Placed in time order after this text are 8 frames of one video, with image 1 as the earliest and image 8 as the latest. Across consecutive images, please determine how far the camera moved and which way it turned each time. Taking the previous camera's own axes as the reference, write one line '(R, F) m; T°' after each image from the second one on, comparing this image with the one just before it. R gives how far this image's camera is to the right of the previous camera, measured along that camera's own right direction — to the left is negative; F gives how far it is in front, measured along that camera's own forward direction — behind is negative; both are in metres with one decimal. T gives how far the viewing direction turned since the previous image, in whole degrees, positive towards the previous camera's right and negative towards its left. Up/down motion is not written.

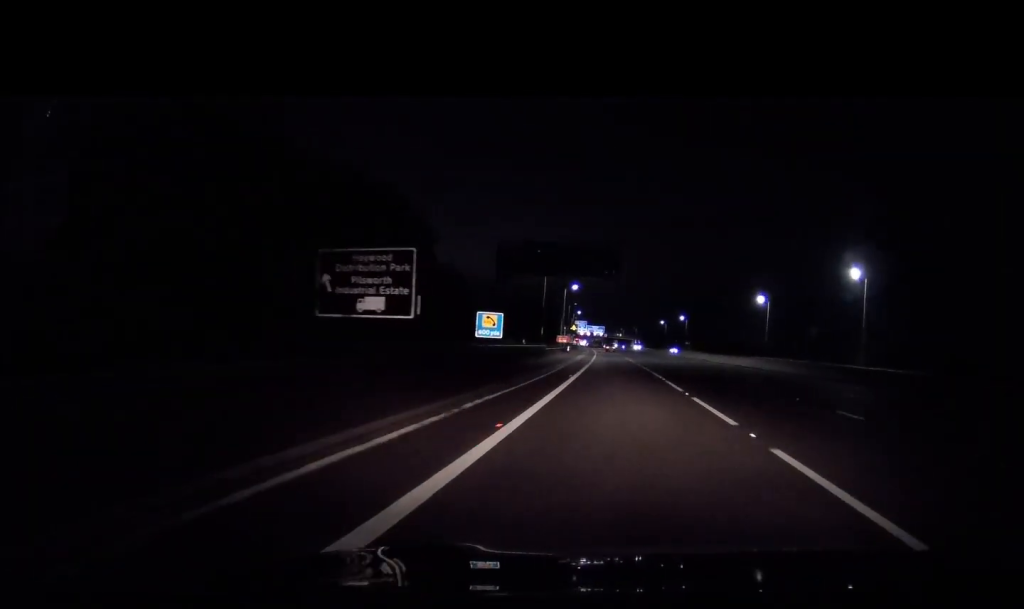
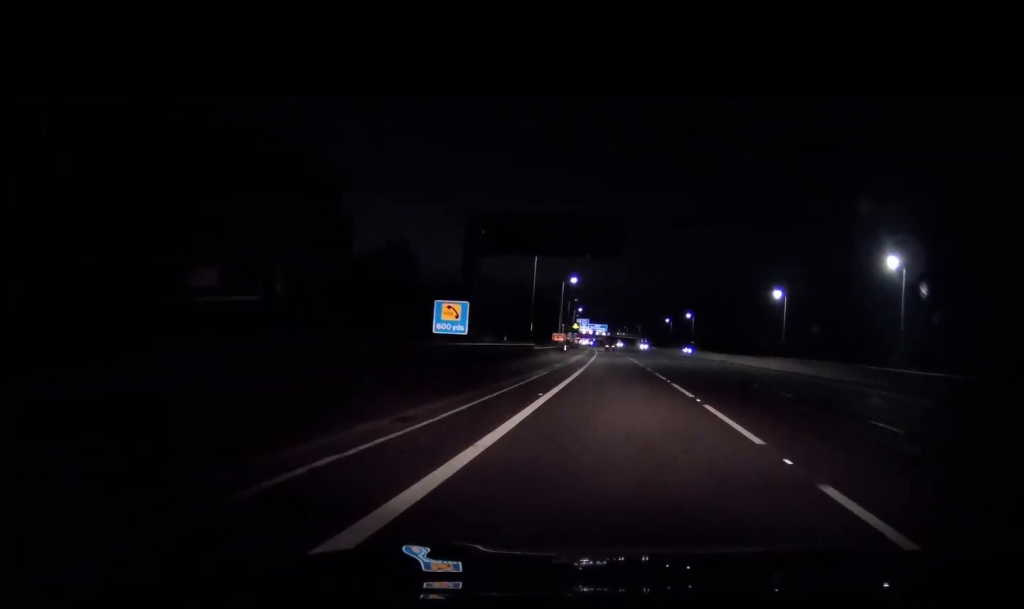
(0.0, +11.5) m; 0°
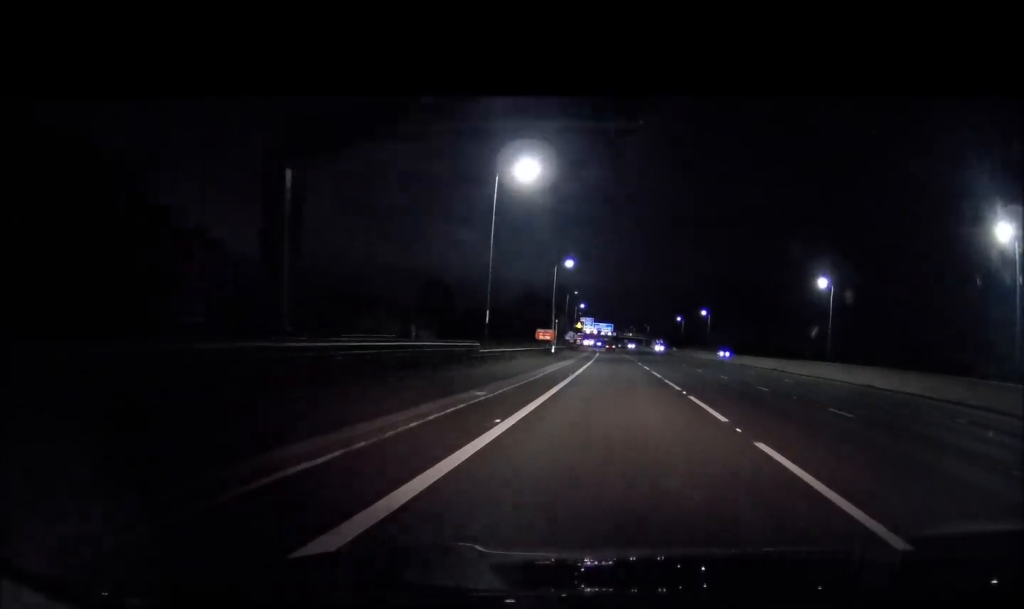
(-0.2, +24.2) m; 0°
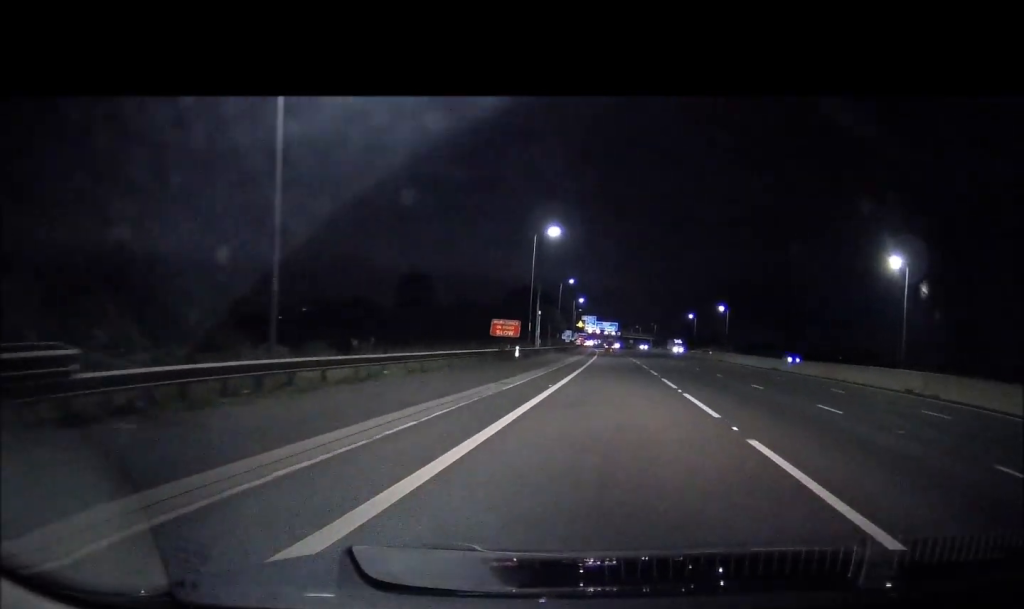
(0.0, +26.2) m; 0°
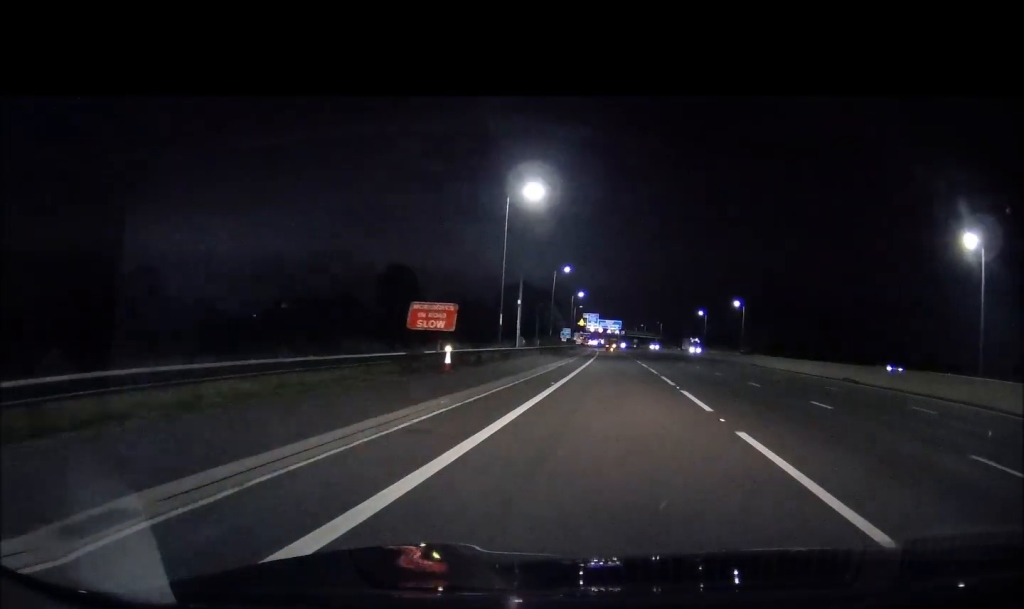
(+0.2, +17.5) m; 0°
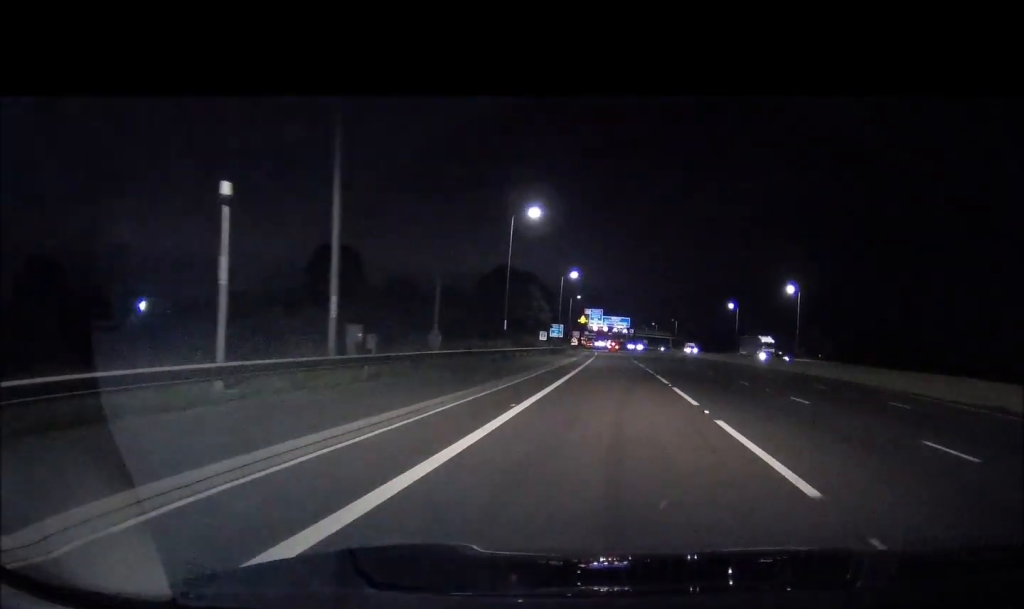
(-0.7, +43.6) m; -1°
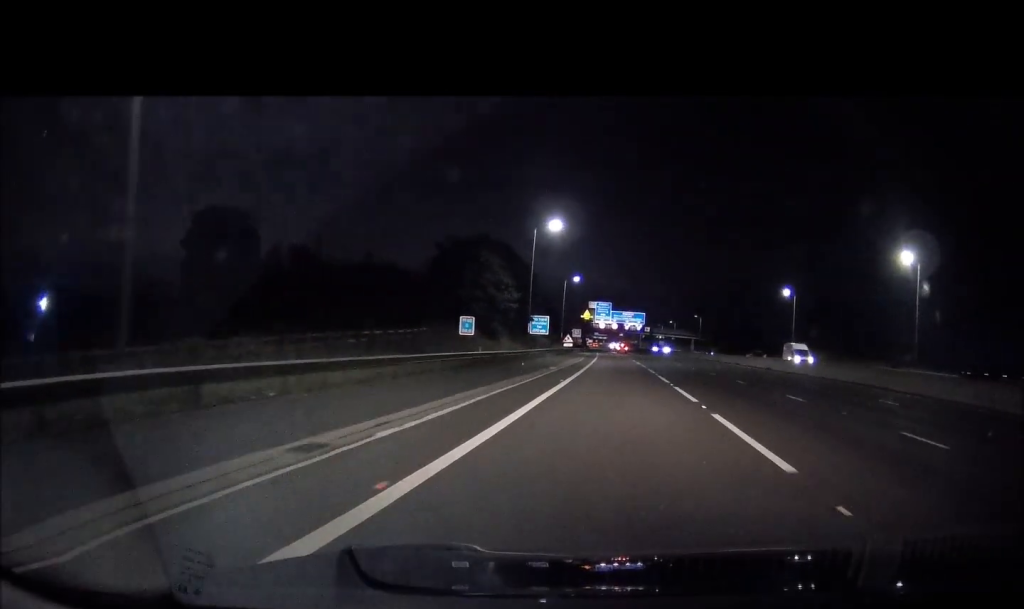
(-0.2, +44.2) m; -1°
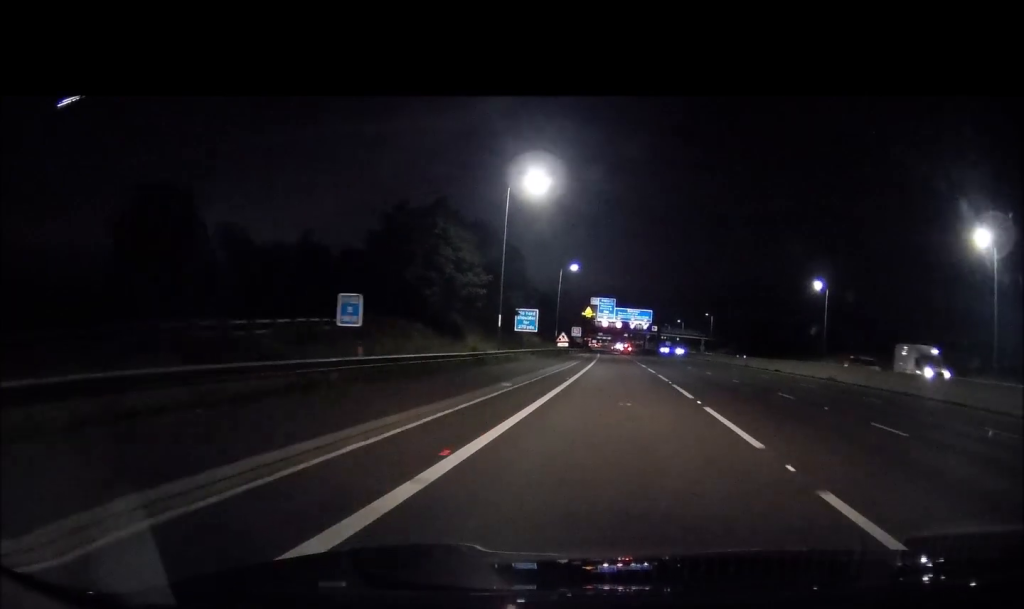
(-0.1, +17.3) m; 0°
